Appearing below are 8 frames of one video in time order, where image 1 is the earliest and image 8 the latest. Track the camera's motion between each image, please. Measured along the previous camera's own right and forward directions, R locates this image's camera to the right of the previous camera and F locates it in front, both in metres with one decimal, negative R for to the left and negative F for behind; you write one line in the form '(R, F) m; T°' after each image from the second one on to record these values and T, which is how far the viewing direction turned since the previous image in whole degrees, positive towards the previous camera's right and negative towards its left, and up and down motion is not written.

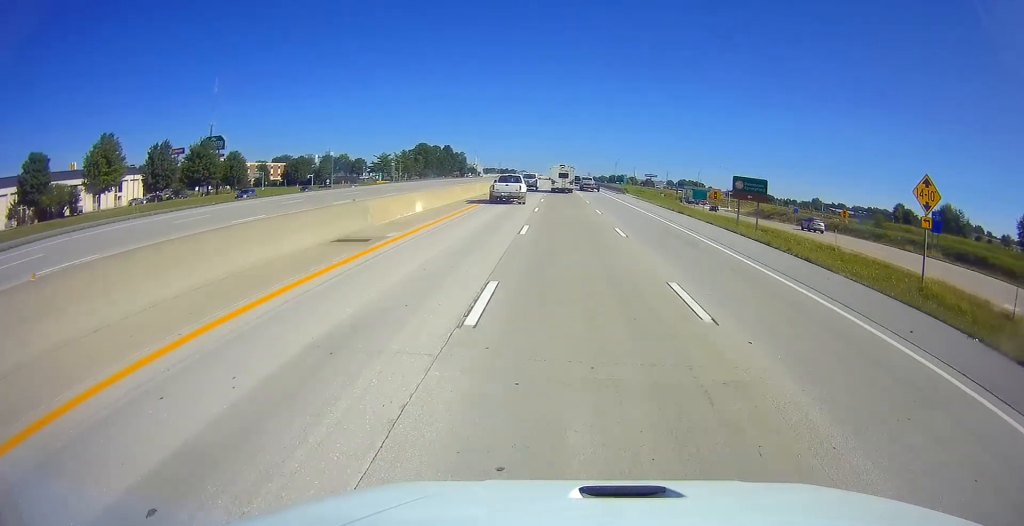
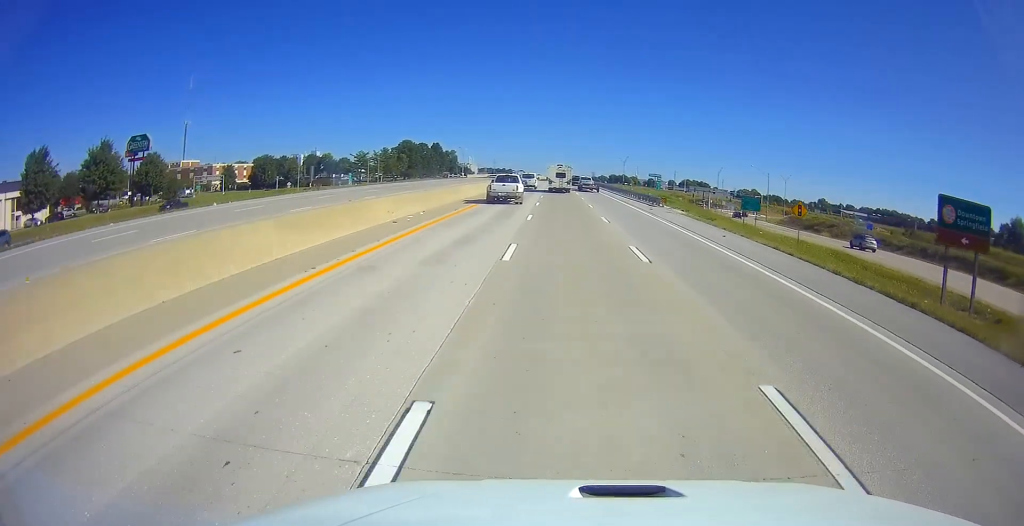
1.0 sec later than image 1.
(+0.4, +30.3) m; 0°
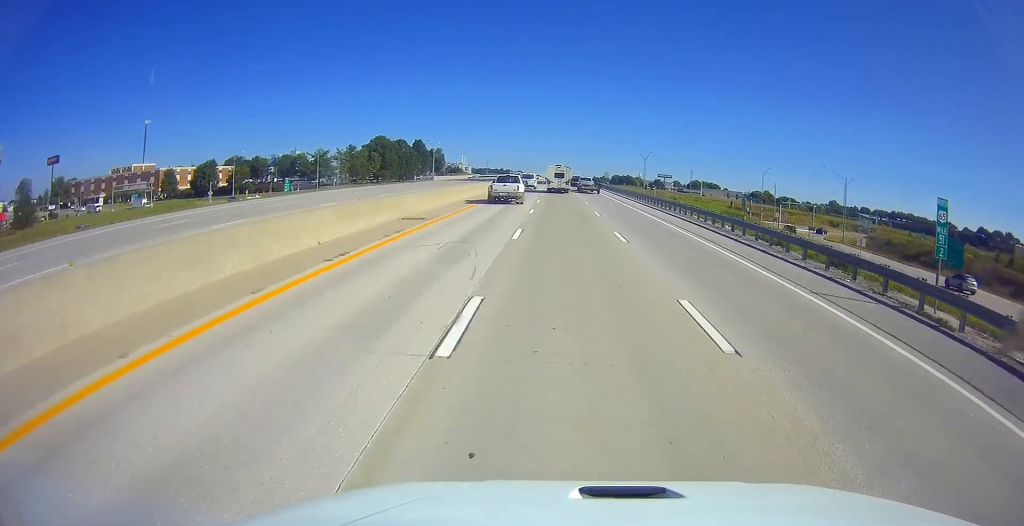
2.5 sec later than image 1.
(-0.7, +43.4) m; 0°
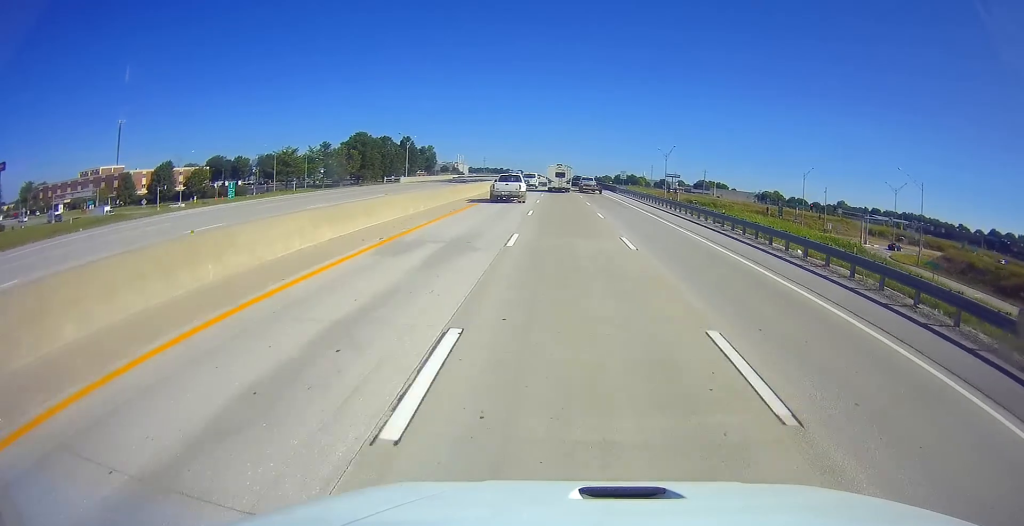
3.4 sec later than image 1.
(+0.4, +25.9) m; 0°
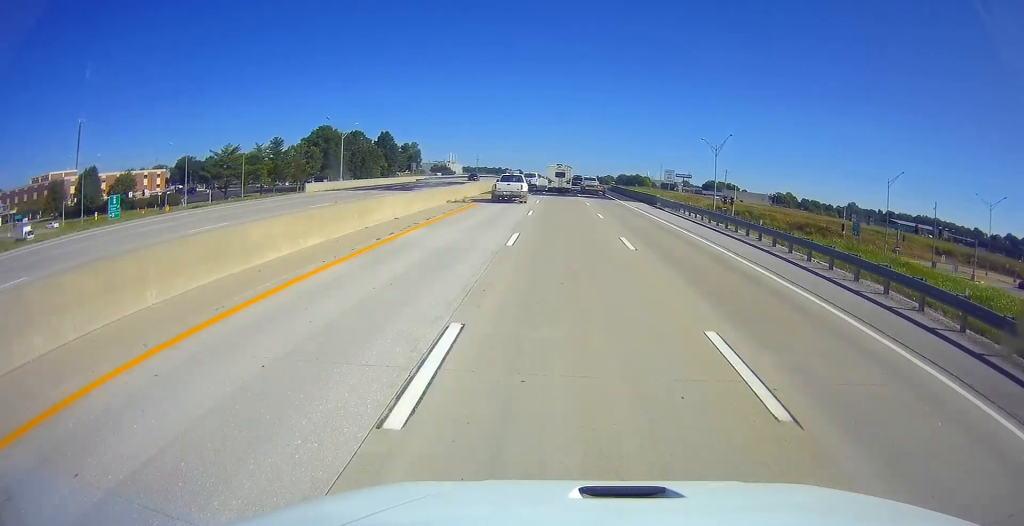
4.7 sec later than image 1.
(-0.4, +36.2) m; -1°
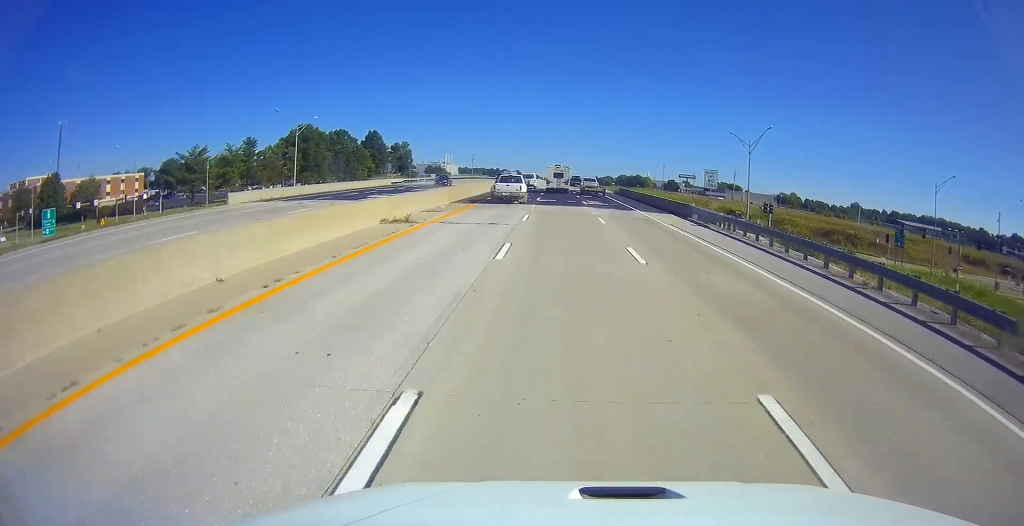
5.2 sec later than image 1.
(0.0, +14.9) m; 0°
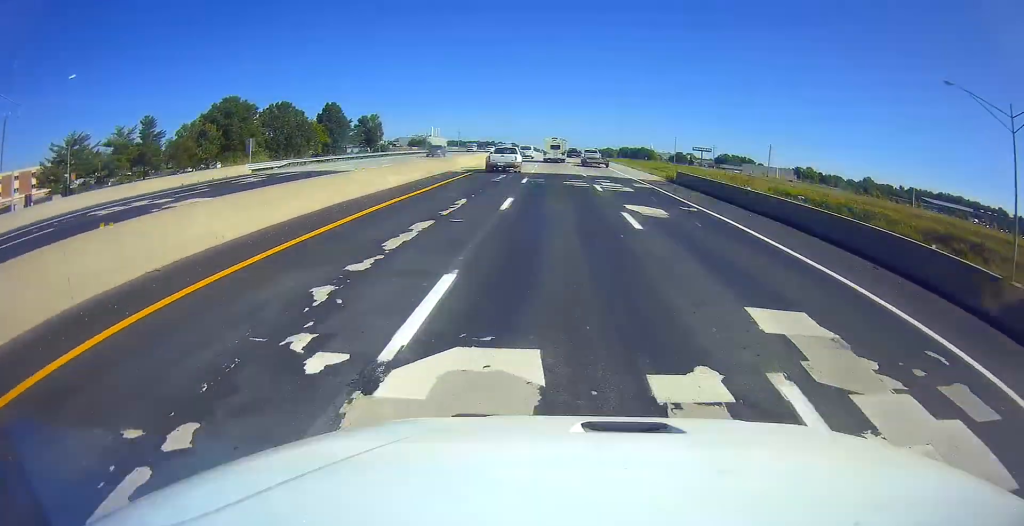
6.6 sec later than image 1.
(+0.8, +43.0) m; +1°
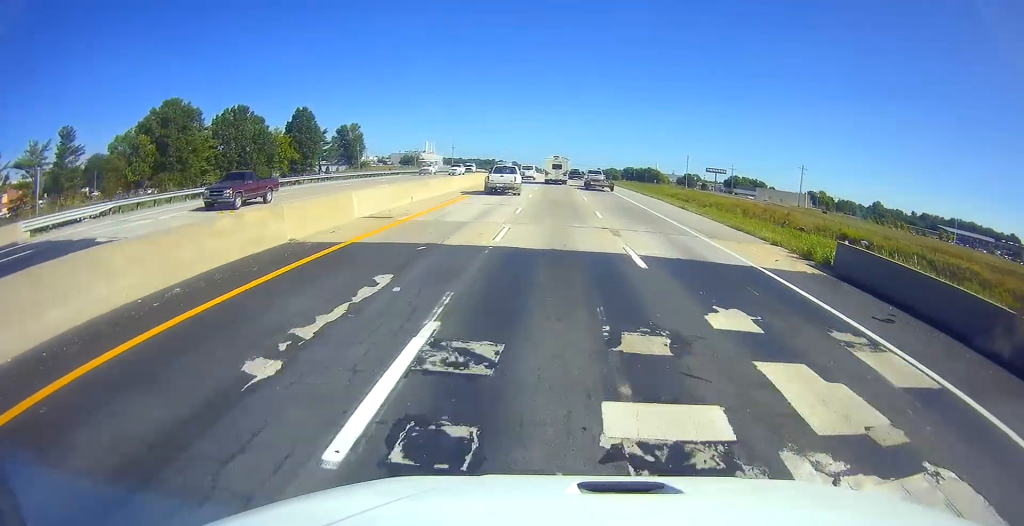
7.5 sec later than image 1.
(-0.4, +26.0) m; 0°
